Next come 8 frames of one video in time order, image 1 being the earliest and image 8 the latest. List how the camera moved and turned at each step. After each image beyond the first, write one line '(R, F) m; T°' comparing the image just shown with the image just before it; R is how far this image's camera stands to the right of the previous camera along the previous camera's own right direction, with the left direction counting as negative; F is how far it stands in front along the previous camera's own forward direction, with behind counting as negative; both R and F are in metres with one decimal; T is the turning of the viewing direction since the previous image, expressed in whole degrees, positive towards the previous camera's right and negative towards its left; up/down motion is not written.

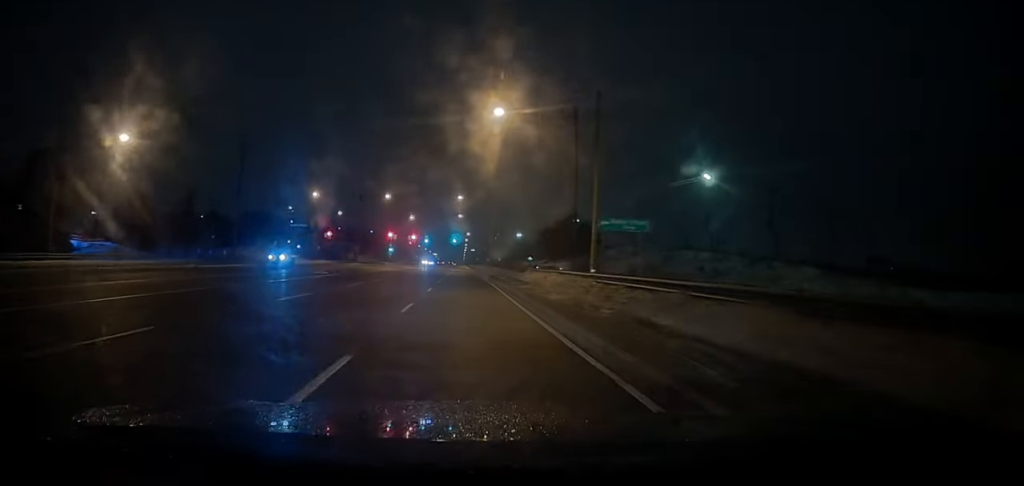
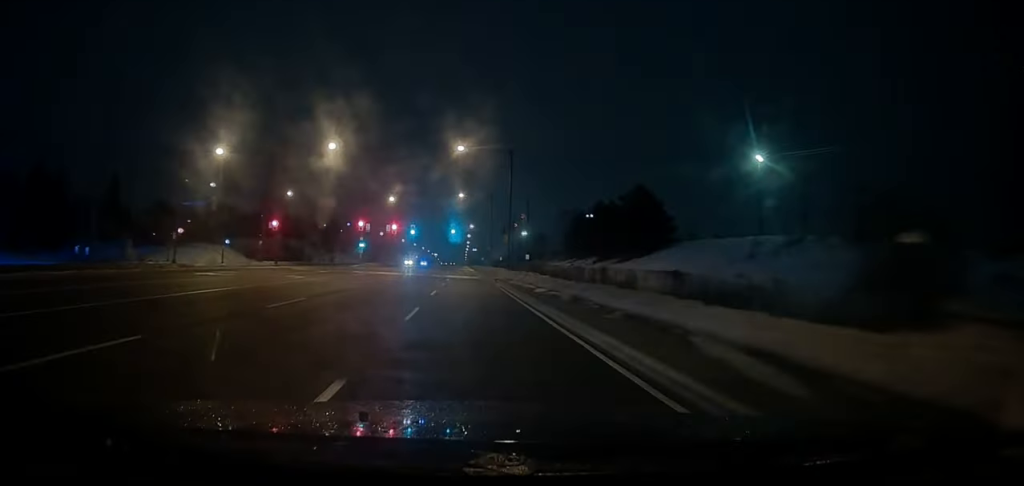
(-0.2, +37.5) m; 0°
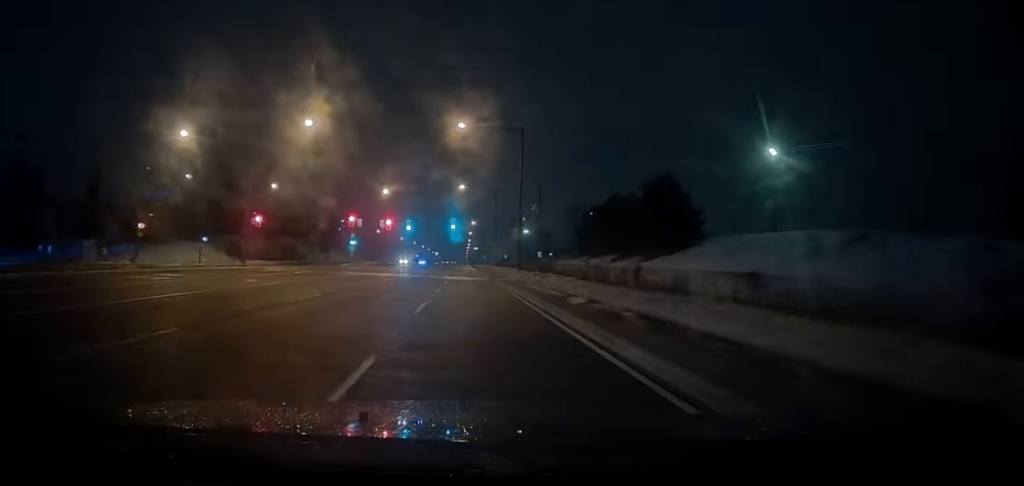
(0.0, +7.7) m; +1°
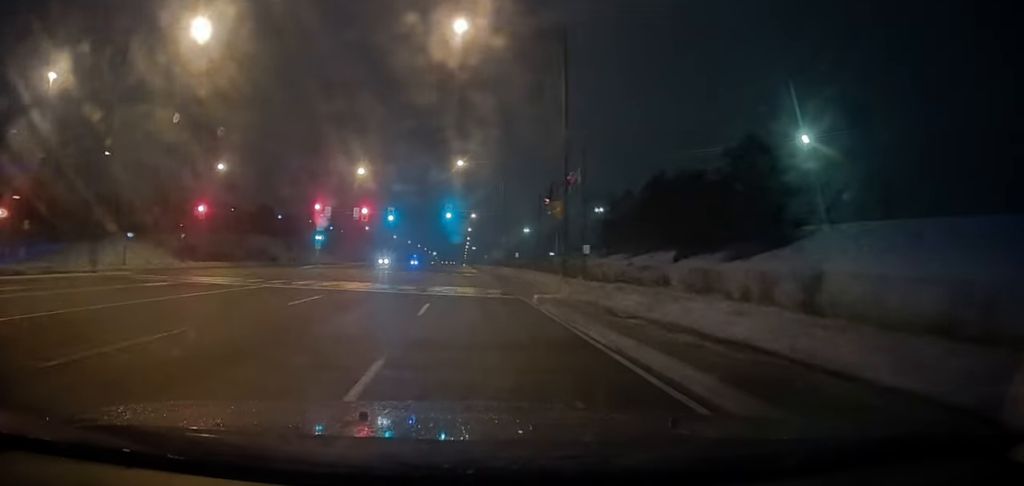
(+0.2, +17.8) m; 0°
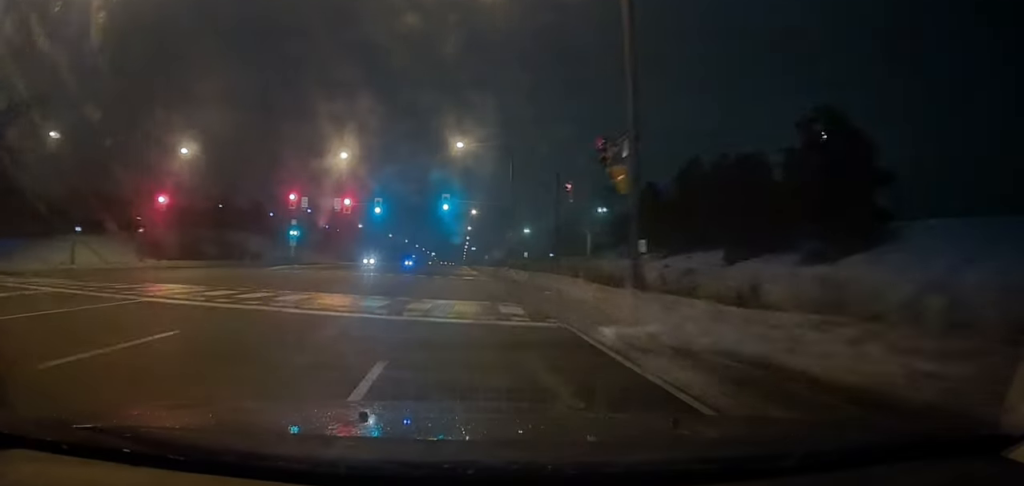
(+0.3, +8.9) m; 0°
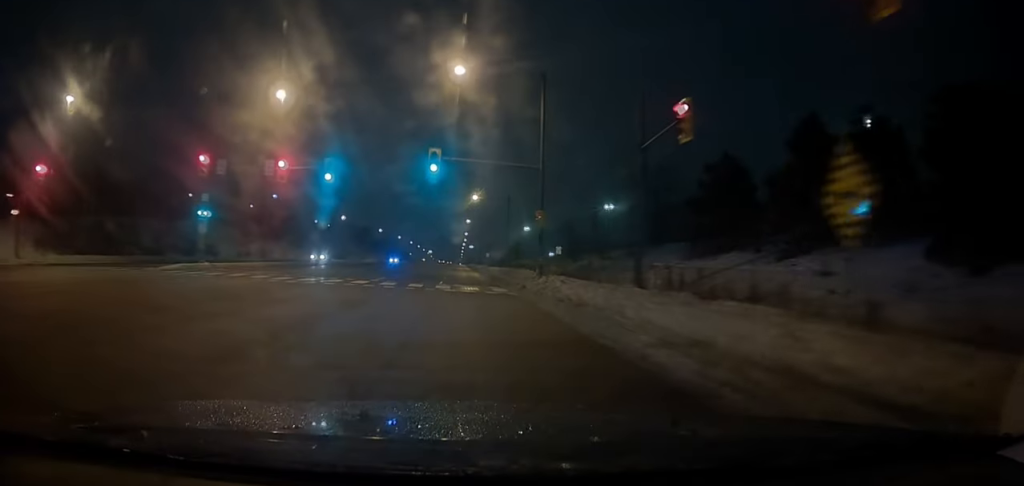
(-0.7, +18.5) m; -1°
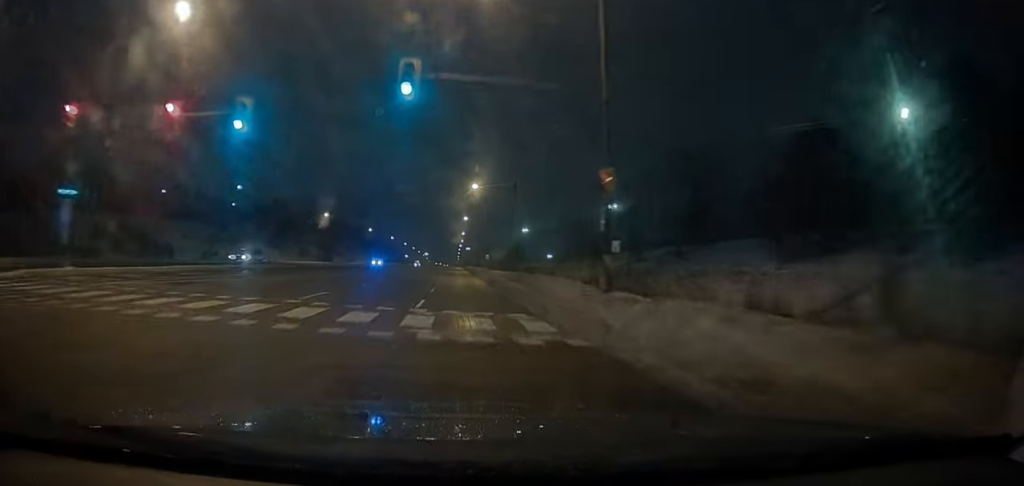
(+0.4, +13.3) m; +1°
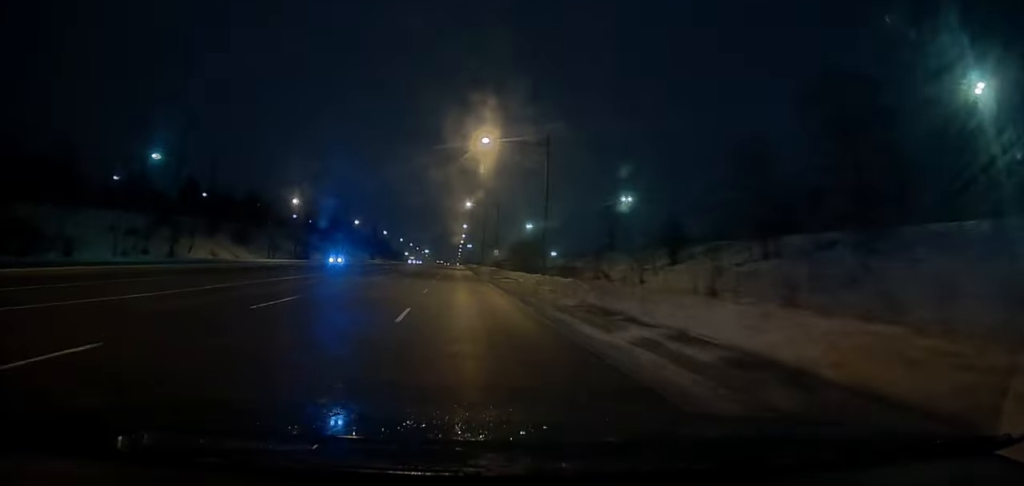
(+0.2, +22.4) m; 0°
